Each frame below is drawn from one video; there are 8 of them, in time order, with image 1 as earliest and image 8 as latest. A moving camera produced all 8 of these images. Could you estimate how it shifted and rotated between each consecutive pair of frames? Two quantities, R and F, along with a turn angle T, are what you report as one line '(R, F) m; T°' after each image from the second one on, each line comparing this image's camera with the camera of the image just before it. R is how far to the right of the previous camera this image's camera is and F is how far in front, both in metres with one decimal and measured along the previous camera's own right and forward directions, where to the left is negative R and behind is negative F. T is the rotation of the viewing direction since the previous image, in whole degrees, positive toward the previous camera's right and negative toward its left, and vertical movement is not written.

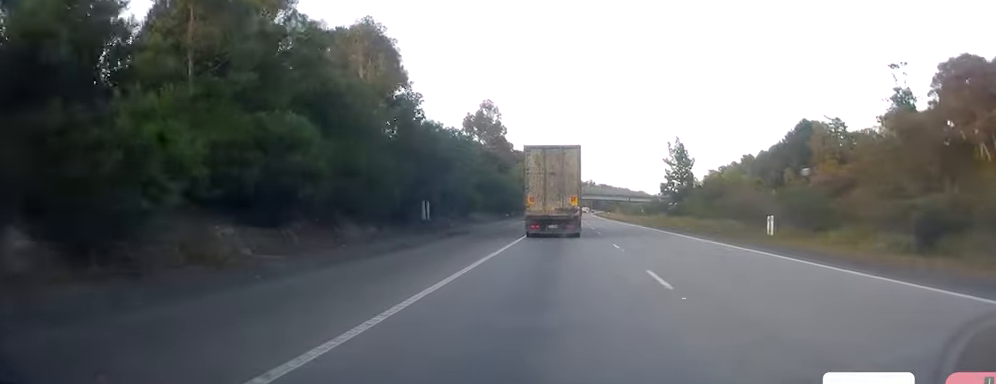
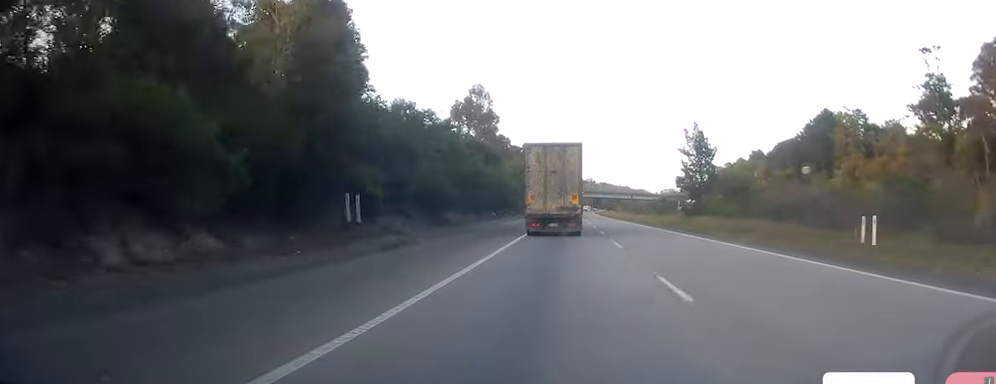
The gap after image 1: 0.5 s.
(-0.1, +13.1) m; 0°
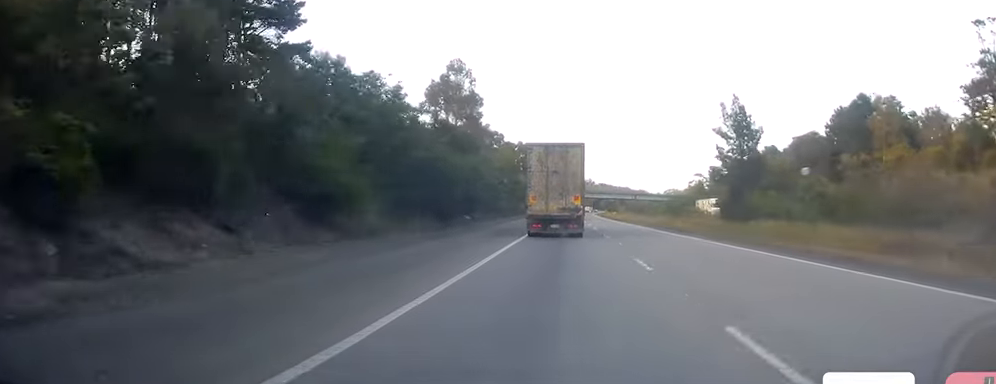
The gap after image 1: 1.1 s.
(+0.1, +18.6) m; +1°
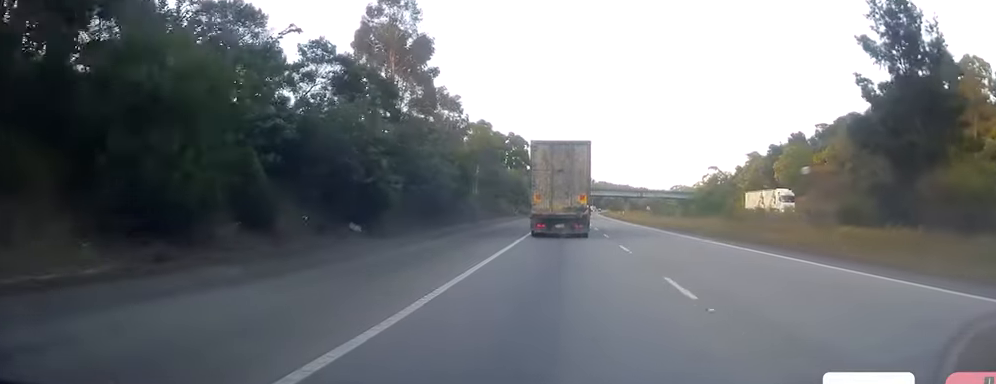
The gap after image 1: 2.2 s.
(+0.2, +29.9) m; -1°
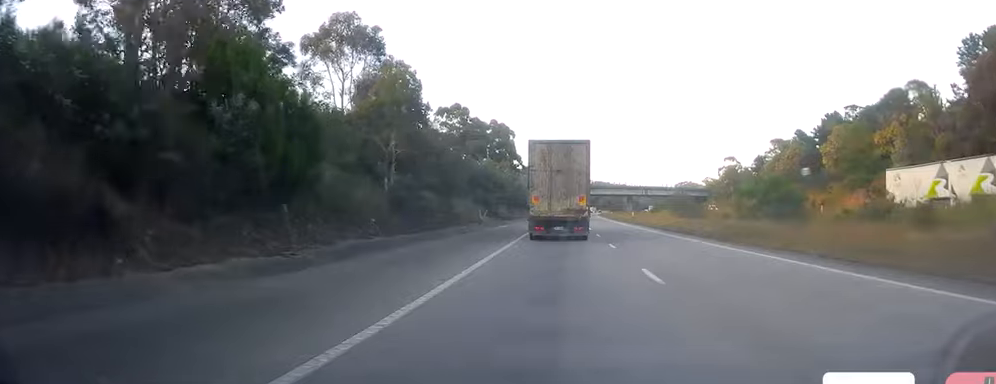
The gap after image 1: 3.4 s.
(-0.7, +33.5) m; 0°
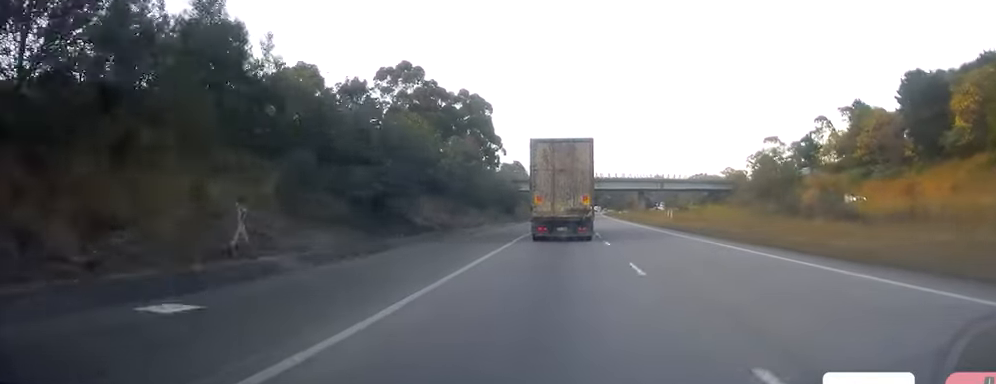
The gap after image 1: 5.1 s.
(+1.3, +46.9) m; +2°
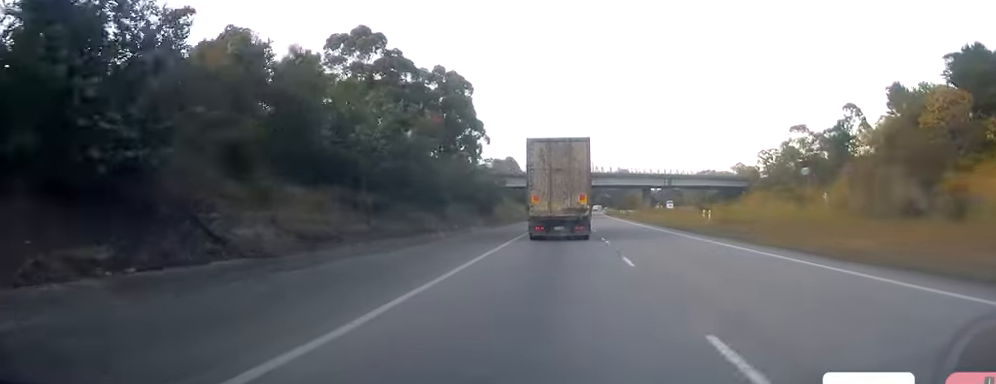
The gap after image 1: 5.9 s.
(-0.2, +22.4) m; -1°
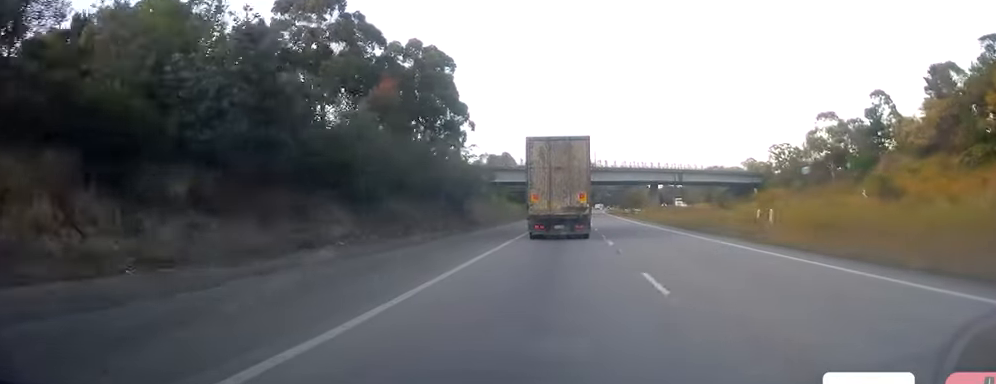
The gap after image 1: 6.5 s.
(-0.1, +16.8) m; 0°
